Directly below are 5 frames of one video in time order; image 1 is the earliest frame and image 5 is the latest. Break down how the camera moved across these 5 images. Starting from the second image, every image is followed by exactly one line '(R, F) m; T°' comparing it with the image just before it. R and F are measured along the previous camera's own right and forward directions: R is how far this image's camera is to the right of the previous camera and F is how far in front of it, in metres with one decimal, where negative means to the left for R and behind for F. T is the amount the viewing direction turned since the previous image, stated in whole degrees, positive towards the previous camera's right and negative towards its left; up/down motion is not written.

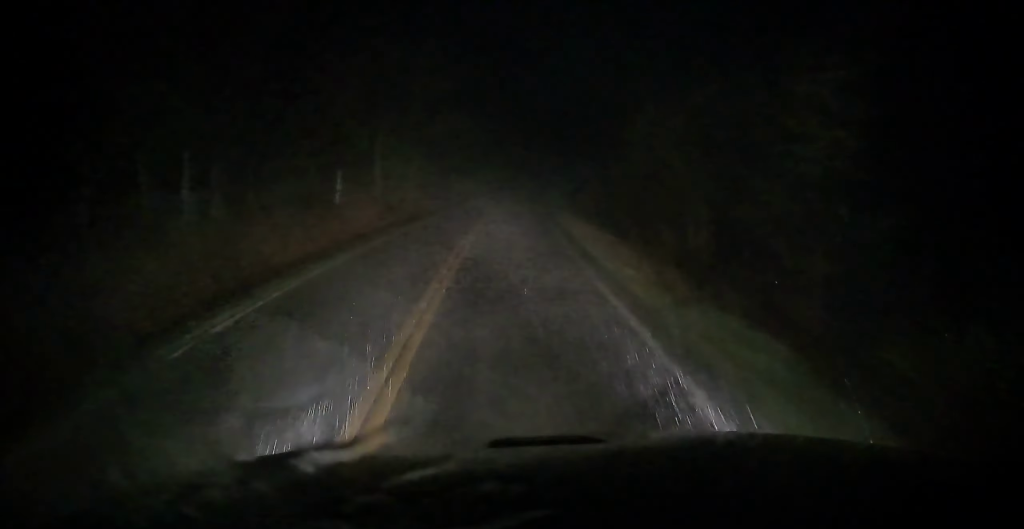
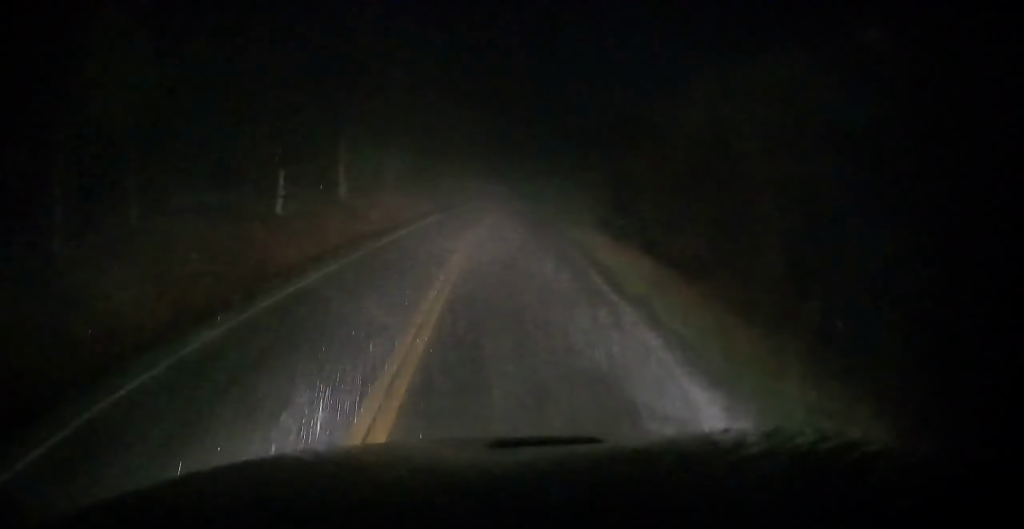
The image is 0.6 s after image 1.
(+0.2, +8.6) m; +2°
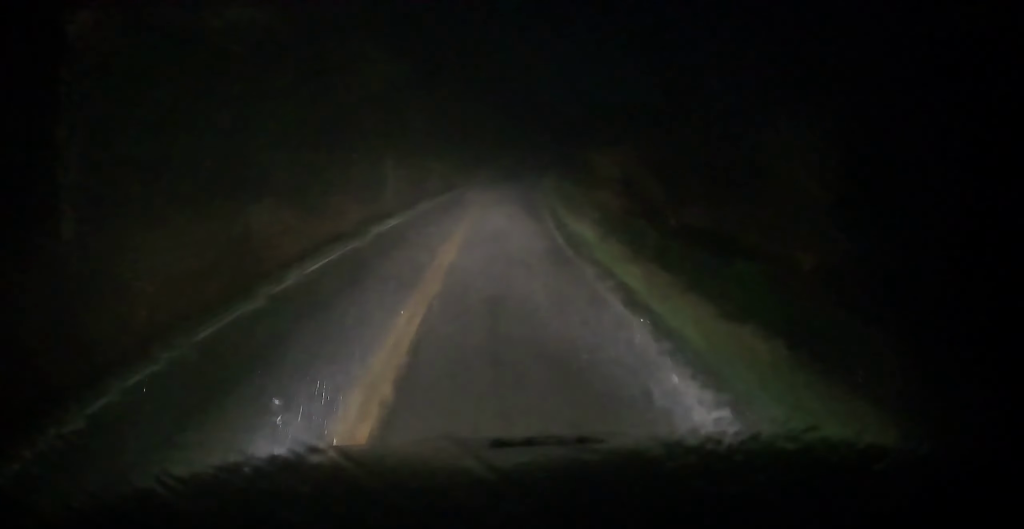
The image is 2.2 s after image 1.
(+0.4, +20.8) m; +2°
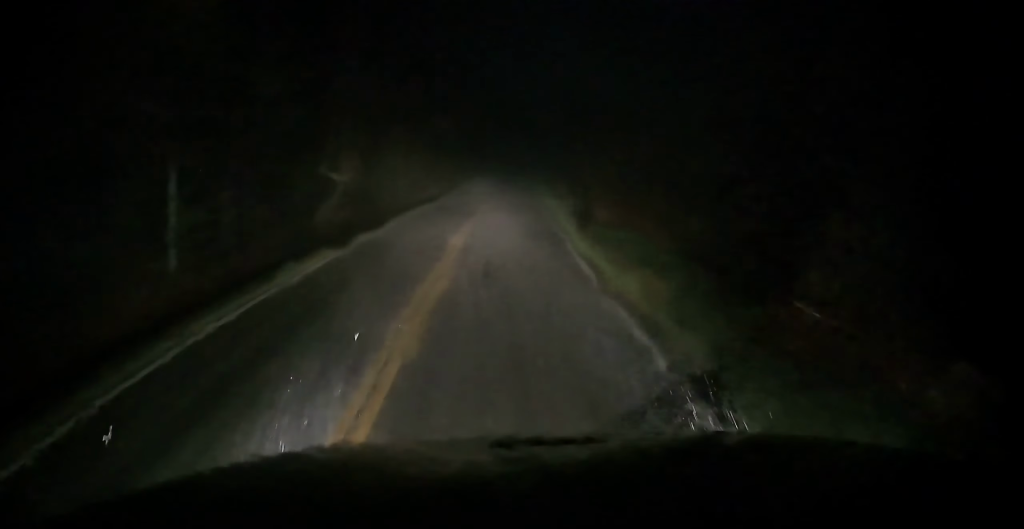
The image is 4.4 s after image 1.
(+1.2, +29.0) m; +4°
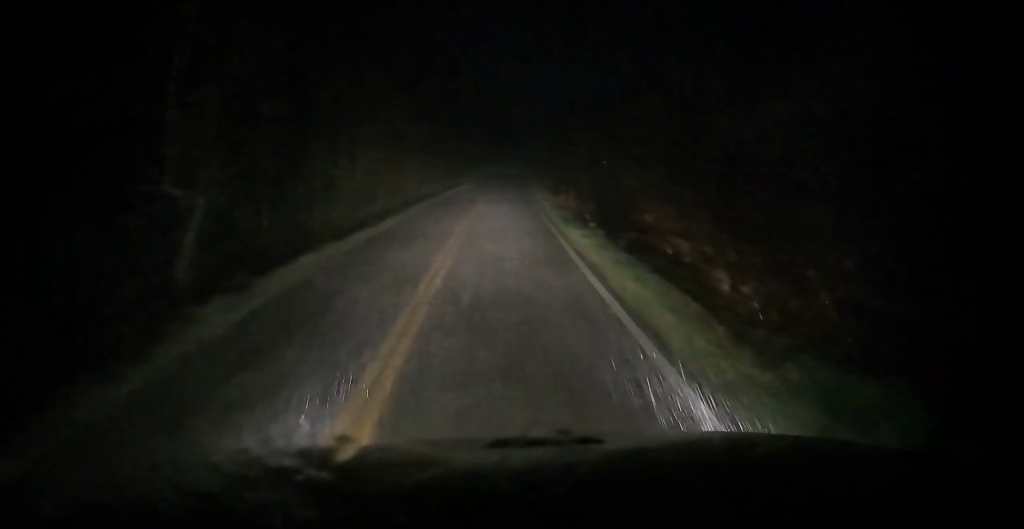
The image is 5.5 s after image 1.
(0.0, +14.2) m; +1°
